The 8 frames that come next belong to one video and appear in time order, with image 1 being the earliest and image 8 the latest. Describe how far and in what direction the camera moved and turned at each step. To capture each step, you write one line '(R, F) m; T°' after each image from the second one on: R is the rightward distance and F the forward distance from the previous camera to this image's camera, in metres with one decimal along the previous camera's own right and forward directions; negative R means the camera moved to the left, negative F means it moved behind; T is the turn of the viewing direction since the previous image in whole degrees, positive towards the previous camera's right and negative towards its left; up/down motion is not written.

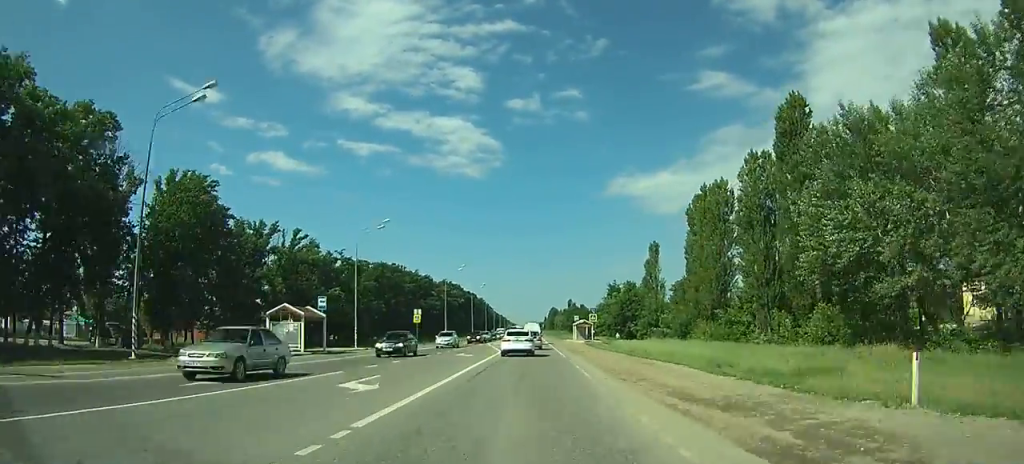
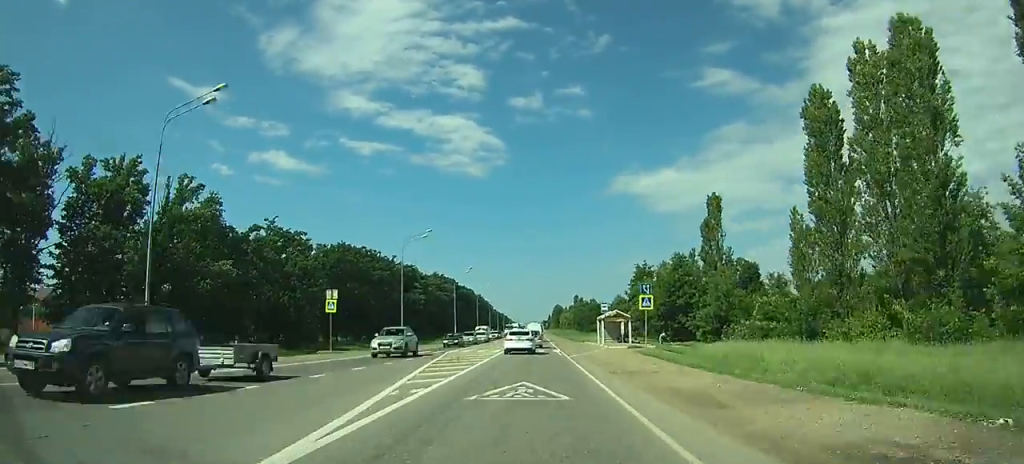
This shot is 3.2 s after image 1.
(-0.2, +33.4) m; 0°
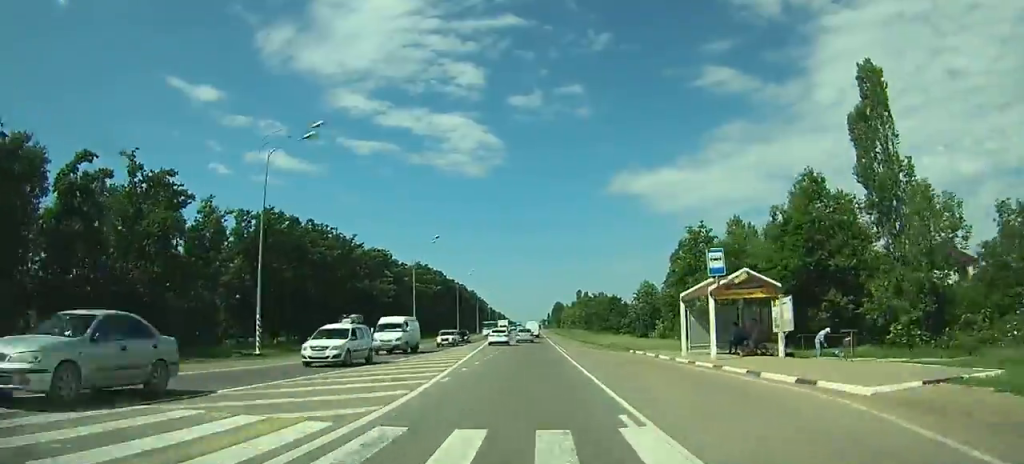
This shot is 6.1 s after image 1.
(0.0, +35.0) m; 0°
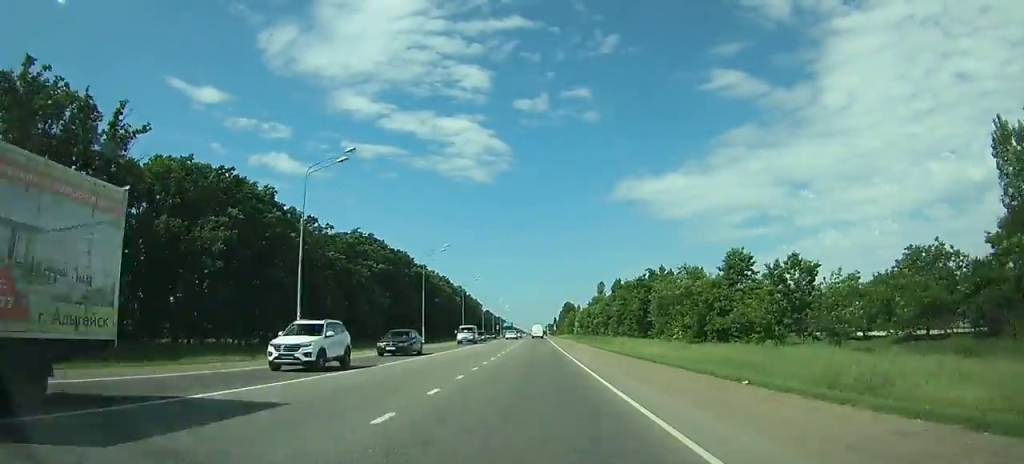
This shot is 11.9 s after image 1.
(+0.3, +81.3) m; +1°
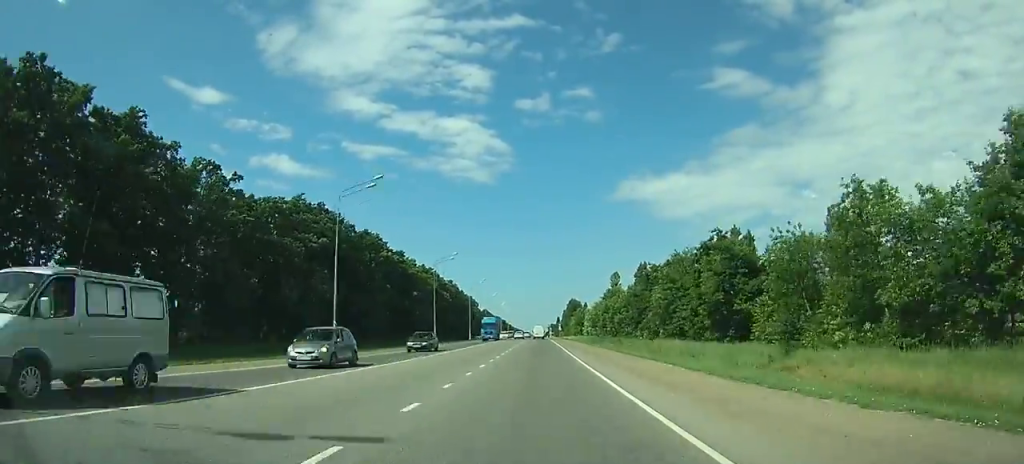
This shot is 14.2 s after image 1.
(+0.1, +34.2) m; 0°
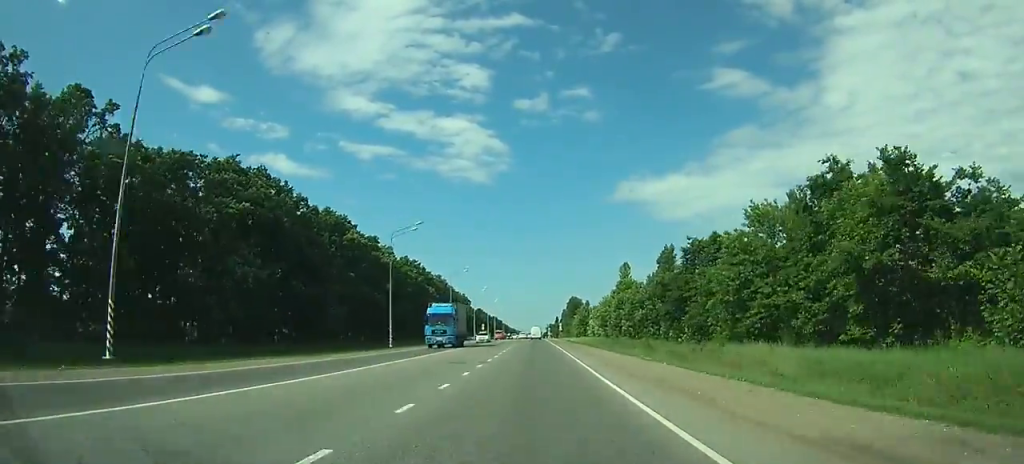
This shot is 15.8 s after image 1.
(-0.1, +24.2) m; 0°
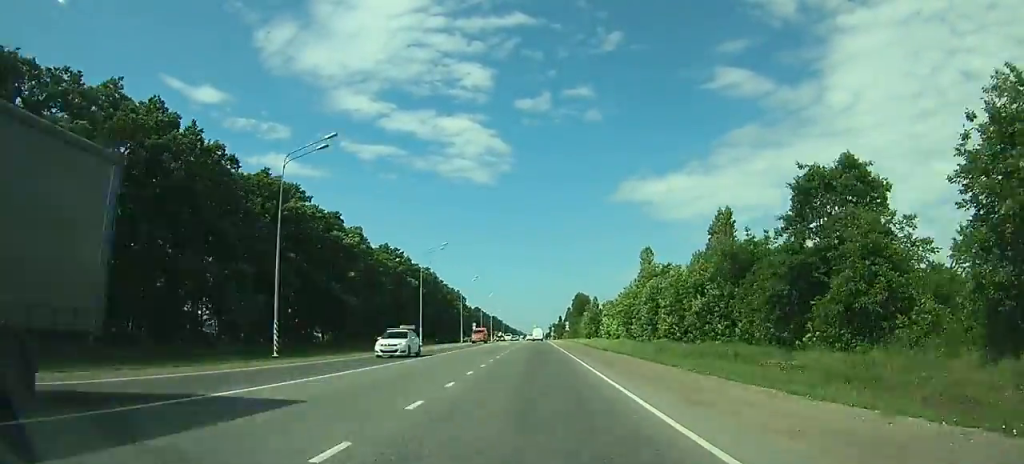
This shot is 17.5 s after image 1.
(0.0, +25.9) m; 0°
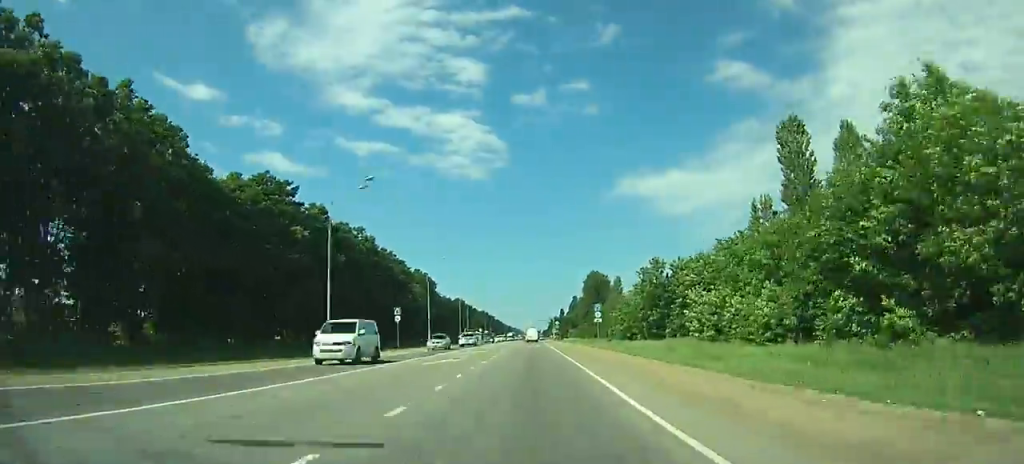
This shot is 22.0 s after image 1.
(+0.1, +70.8) m; 0°
